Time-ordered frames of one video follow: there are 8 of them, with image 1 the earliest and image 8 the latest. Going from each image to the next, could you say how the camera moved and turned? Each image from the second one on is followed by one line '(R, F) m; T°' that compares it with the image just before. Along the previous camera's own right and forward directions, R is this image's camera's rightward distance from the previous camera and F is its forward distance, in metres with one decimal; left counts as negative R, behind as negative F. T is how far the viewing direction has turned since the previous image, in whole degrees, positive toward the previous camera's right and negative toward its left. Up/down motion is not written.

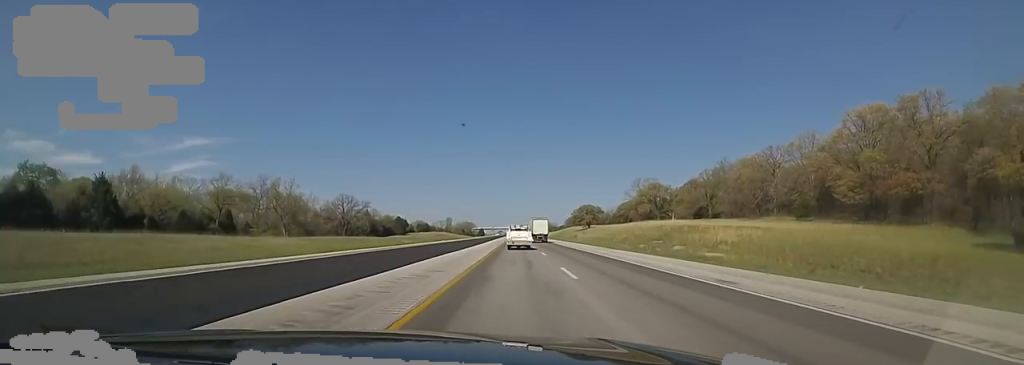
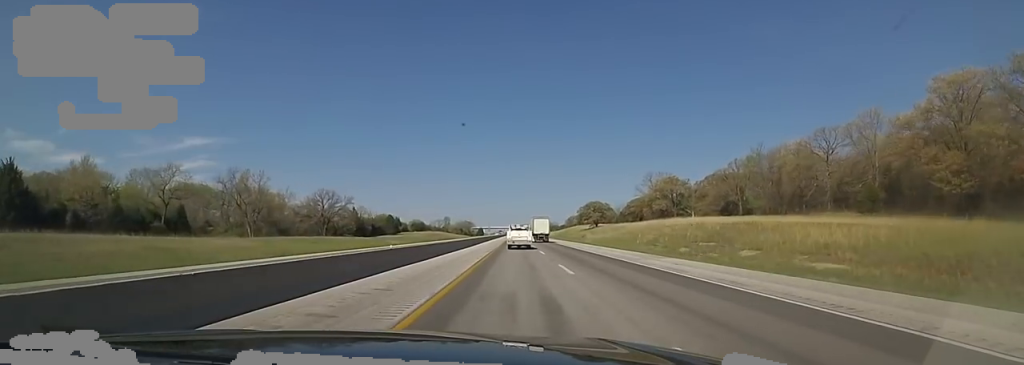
(0.0, +13.8) m; 0°
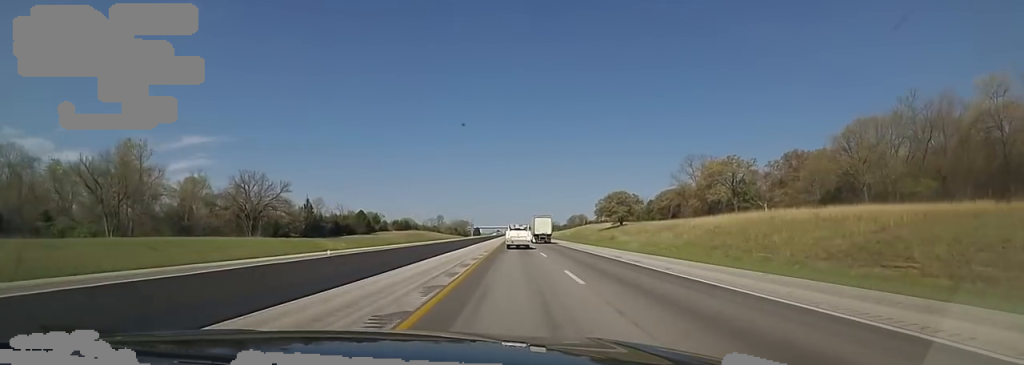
(-0.1, +33.4) m; -1°
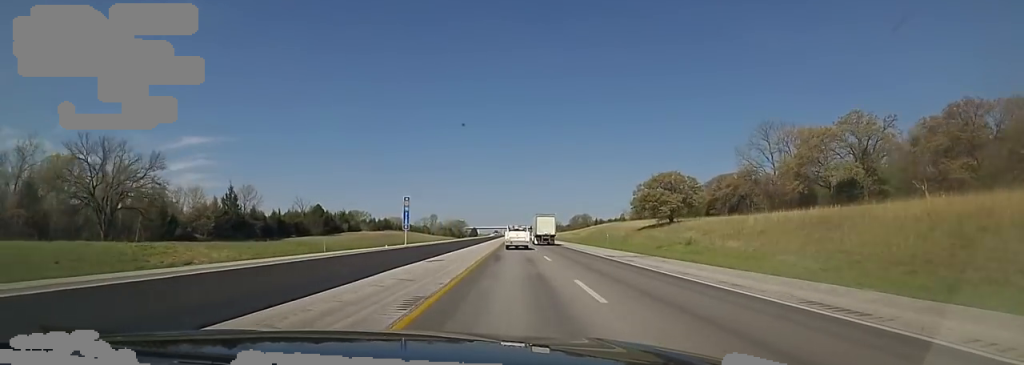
(-0.4, +33.7) m; -1°
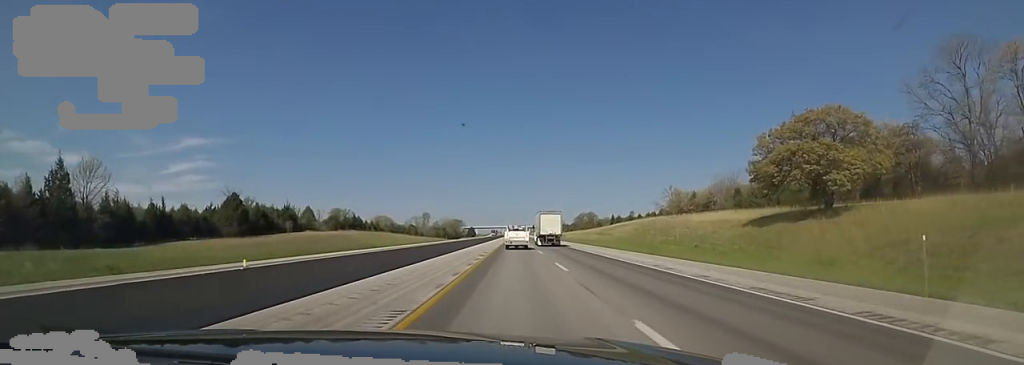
(-0.4, +37.6) m; +1°
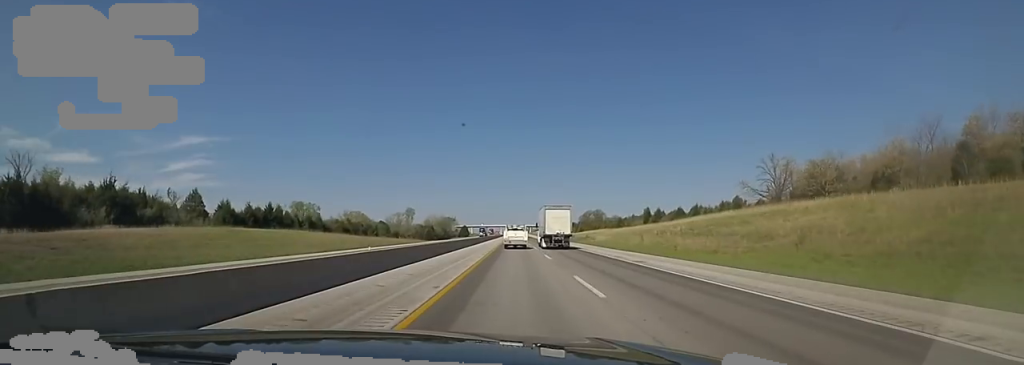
(+1.3, +53.0) m; +1°
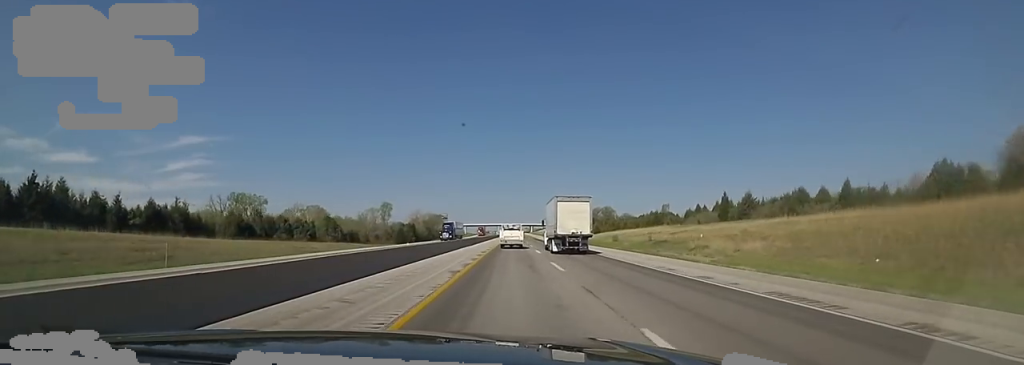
(+0.2, +54.7) m; -1°
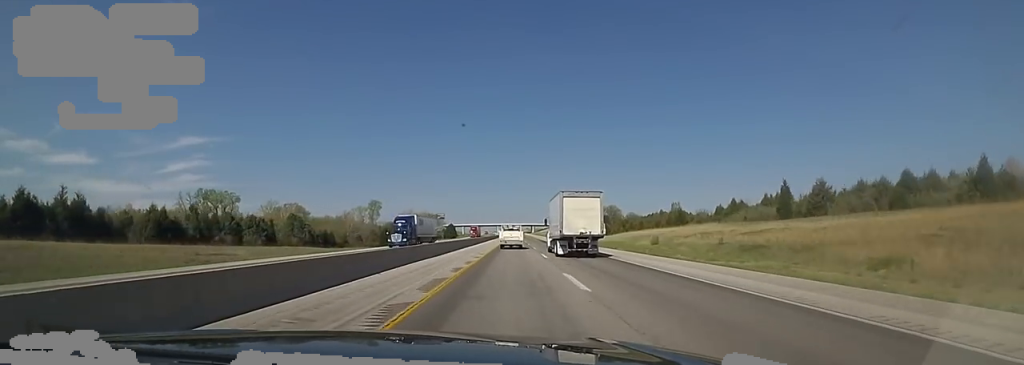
(+0.3, +21.6) m; -1°
